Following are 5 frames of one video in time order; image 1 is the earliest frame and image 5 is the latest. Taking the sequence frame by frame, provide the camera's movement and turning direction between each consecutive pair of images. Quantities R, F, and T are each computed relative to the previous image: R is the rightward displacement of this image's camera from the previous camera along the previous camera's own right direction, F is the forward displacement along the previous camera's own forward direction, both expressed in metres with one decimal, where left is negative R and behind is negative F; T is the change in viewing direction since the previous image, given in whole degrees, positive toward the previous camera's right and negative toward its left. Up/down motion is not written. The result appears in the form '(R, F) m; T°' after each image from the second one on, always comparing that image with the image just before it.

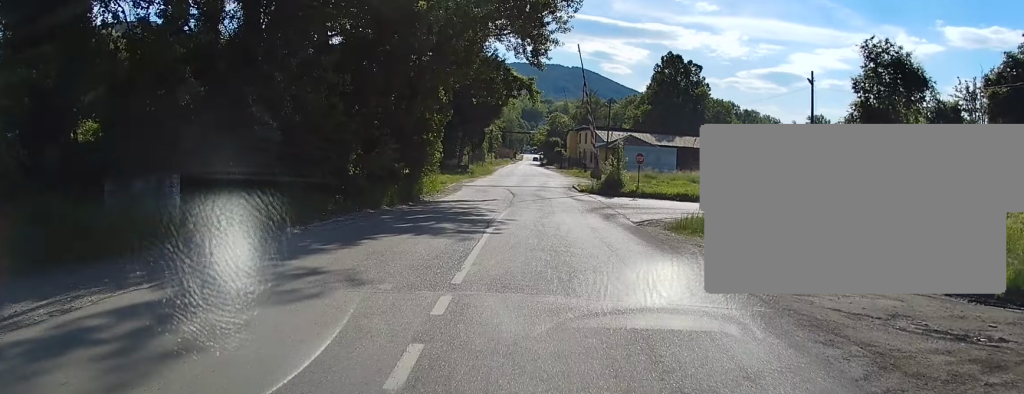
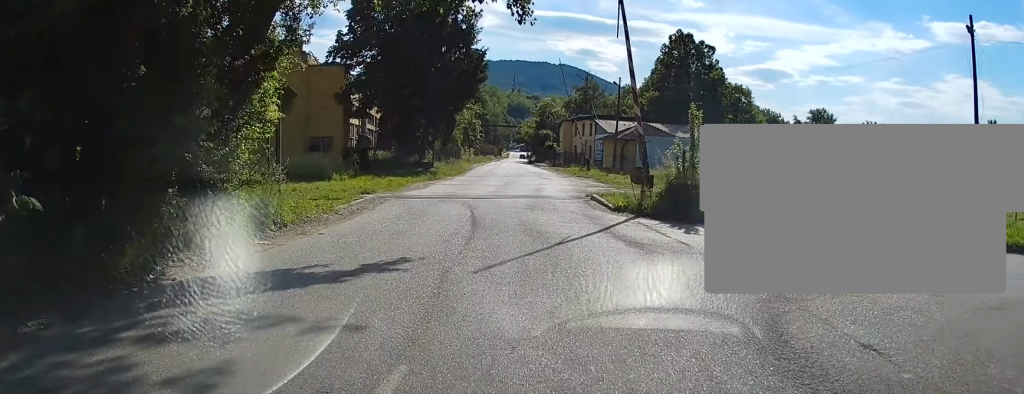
(-0.2, +18.5) m; -2°
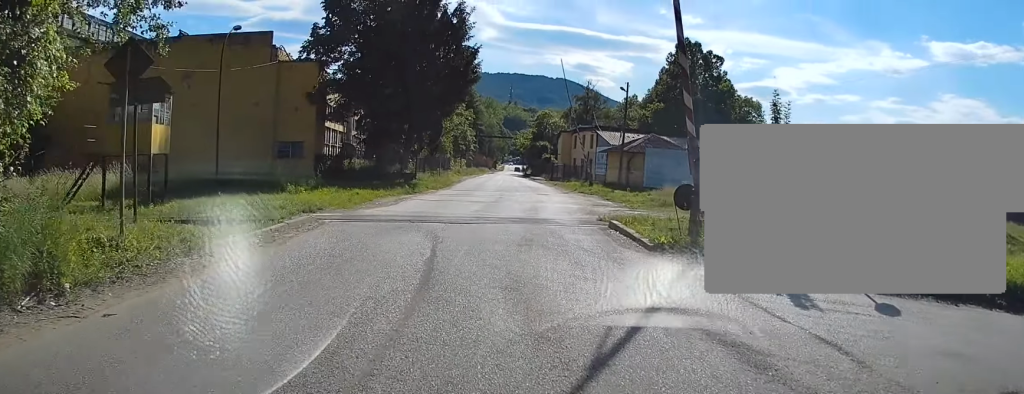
(-0.2, +6.3) m; -1°
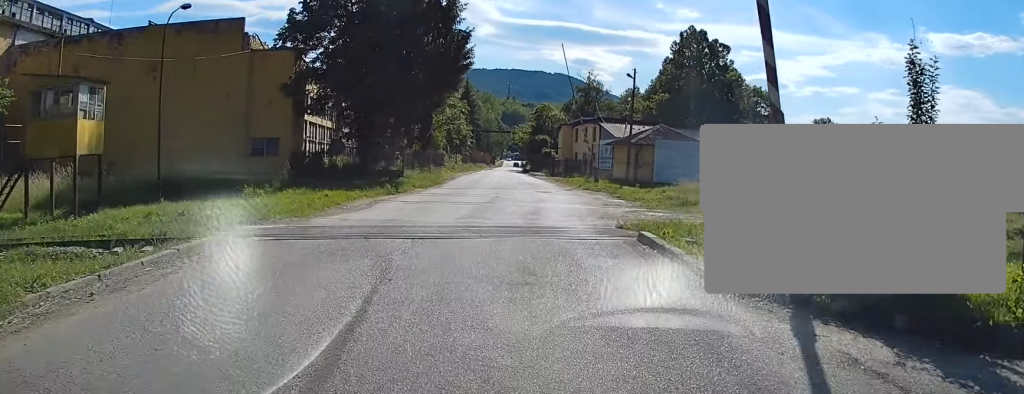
(-0.2, +4.6) m; -1°
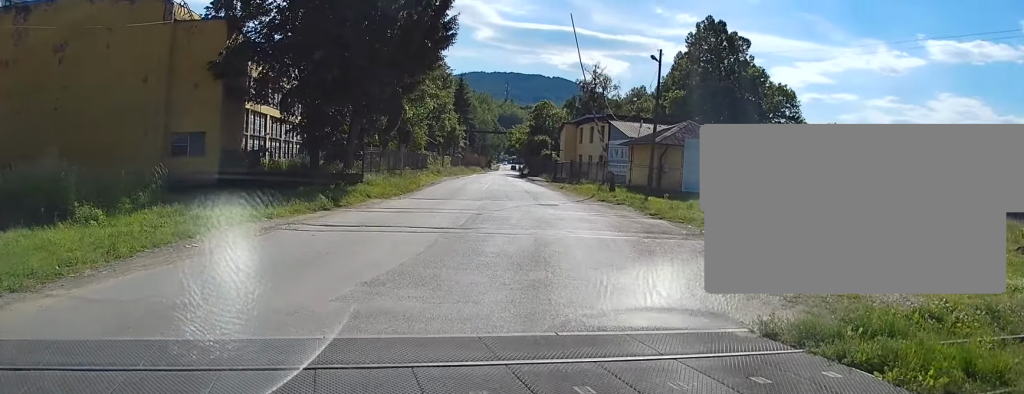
(+0.2, +10.0) m; 0°
